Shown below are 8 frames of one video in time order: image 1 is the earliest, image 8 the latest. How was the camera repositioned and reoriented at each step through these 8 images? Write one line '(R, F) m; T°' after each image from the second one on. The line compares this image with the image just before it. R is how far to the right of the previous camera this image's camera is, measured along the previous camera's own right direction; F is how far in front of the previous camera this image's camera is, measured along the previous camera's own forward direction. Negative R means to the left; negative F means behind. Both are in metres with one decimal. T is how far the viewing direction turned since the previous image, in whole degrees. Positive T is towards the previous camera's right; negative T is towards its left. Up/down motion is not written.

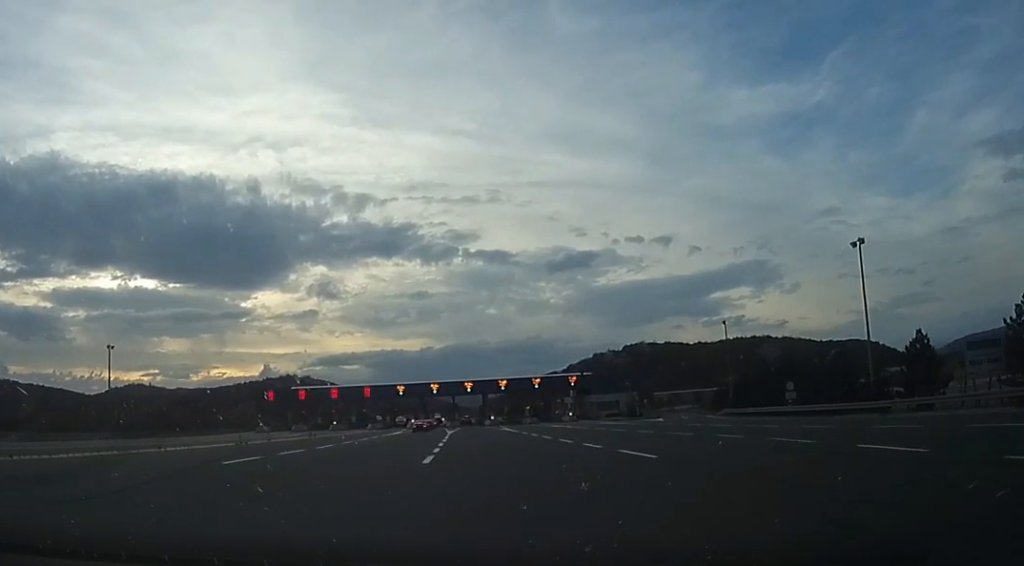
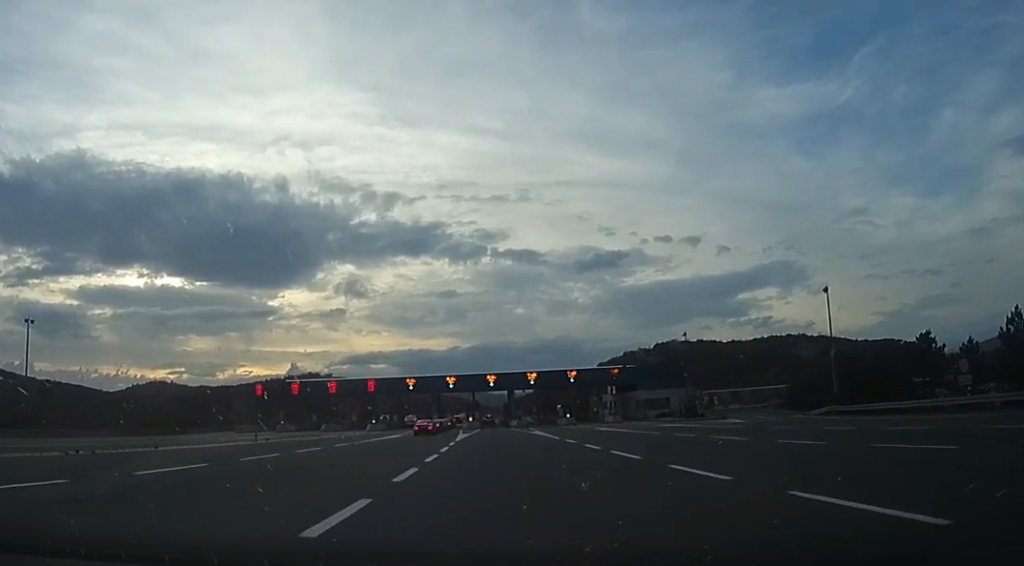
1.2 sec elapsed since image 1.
(-0.1, +17.7) m; +3°
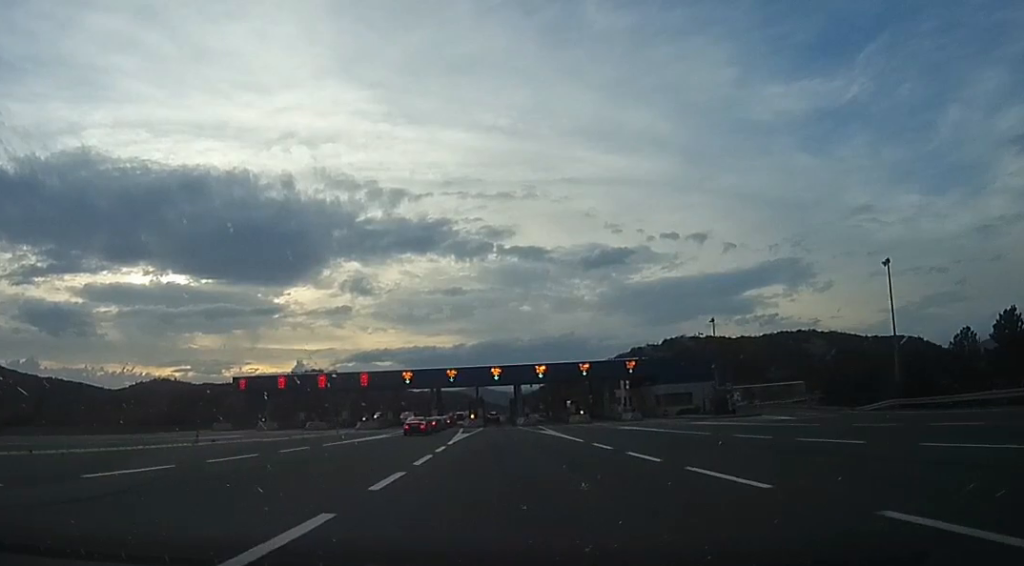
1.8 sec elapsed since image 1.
(+0.4, +8.6) m; +1°
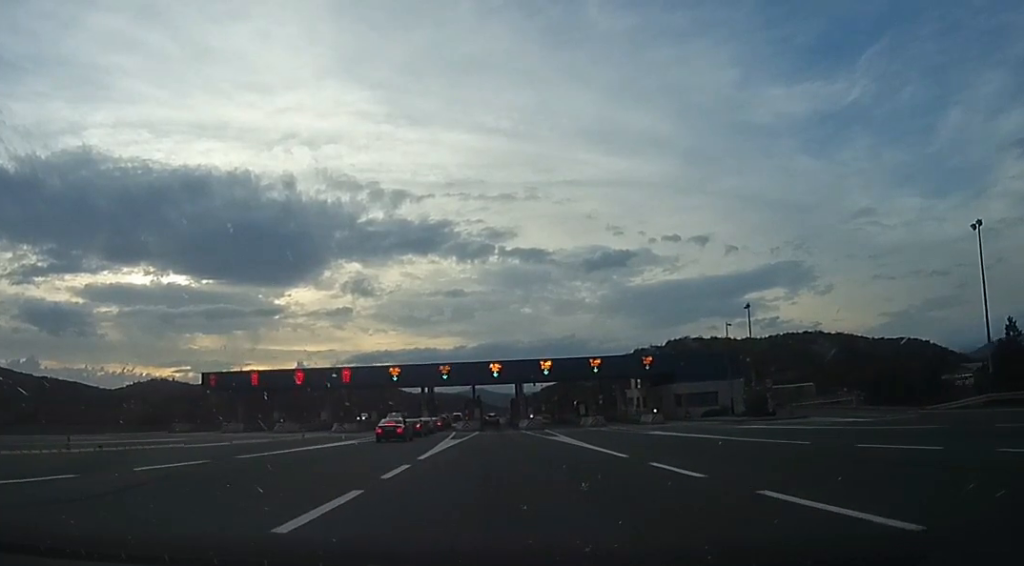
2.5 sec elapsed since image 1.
(+0.2, +10.2) m; -5°
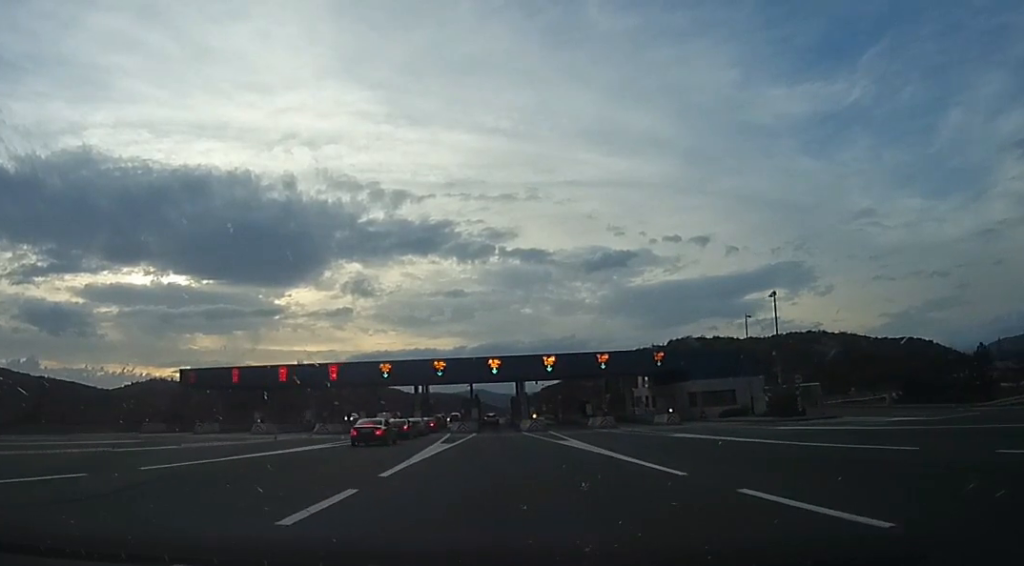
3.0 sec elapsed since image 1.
(-0.5, +5.9) m; -1°
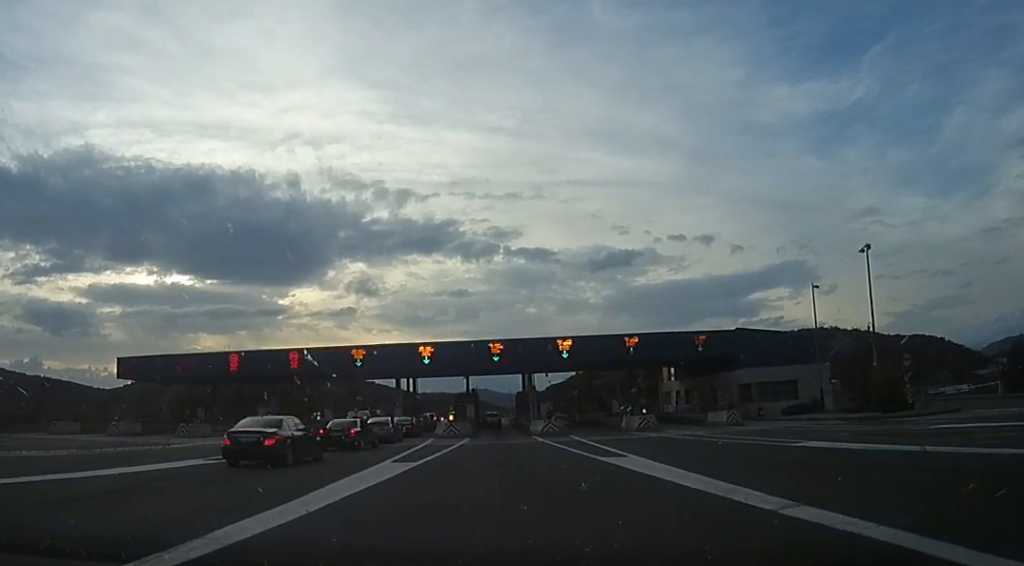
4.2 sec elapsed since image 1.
(-0.1, +14.7) m; +4°
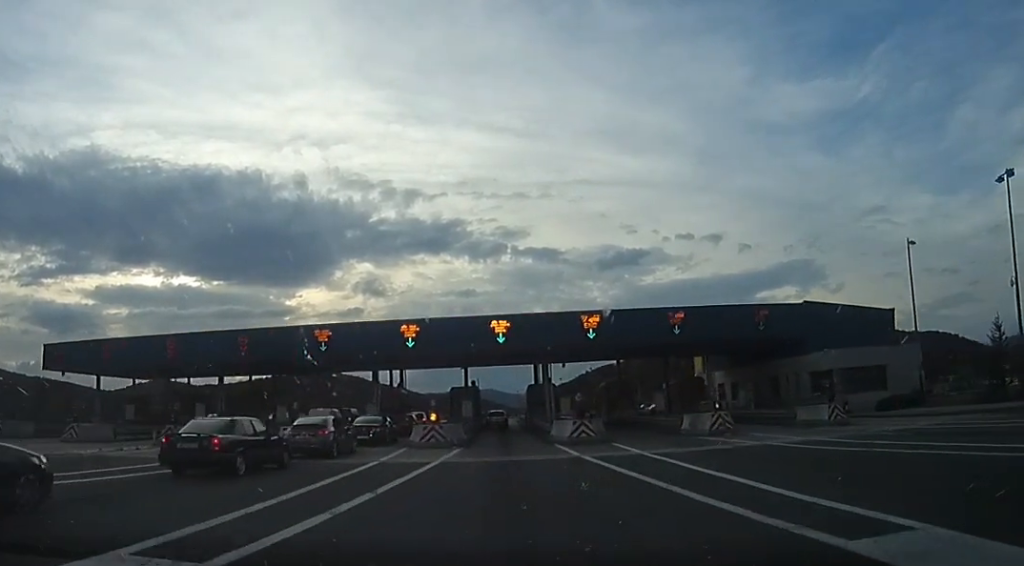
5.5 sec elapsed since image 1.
(+0.6, +13.2) m; -5°
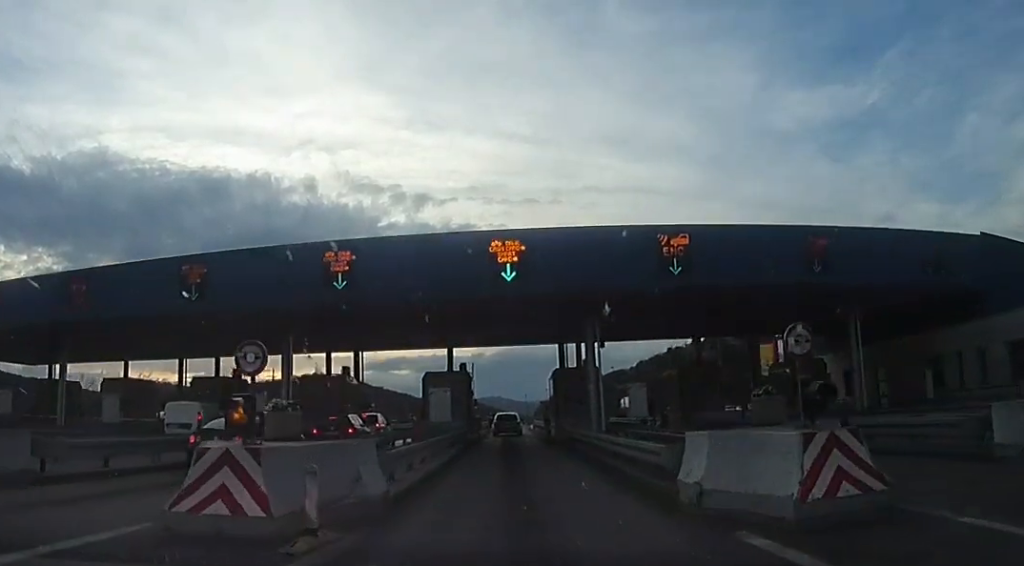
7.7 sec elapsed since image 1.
(-0.5, +19.5) m; +7°
